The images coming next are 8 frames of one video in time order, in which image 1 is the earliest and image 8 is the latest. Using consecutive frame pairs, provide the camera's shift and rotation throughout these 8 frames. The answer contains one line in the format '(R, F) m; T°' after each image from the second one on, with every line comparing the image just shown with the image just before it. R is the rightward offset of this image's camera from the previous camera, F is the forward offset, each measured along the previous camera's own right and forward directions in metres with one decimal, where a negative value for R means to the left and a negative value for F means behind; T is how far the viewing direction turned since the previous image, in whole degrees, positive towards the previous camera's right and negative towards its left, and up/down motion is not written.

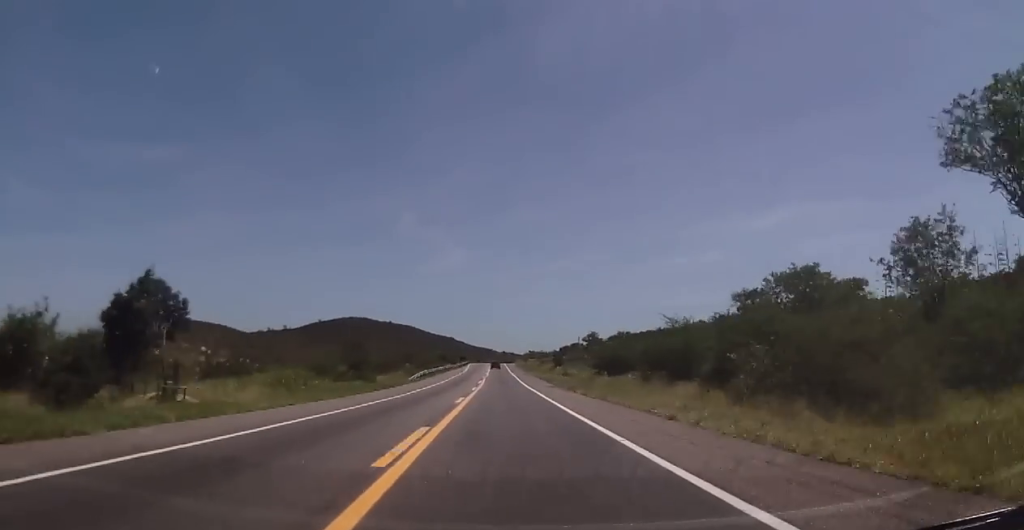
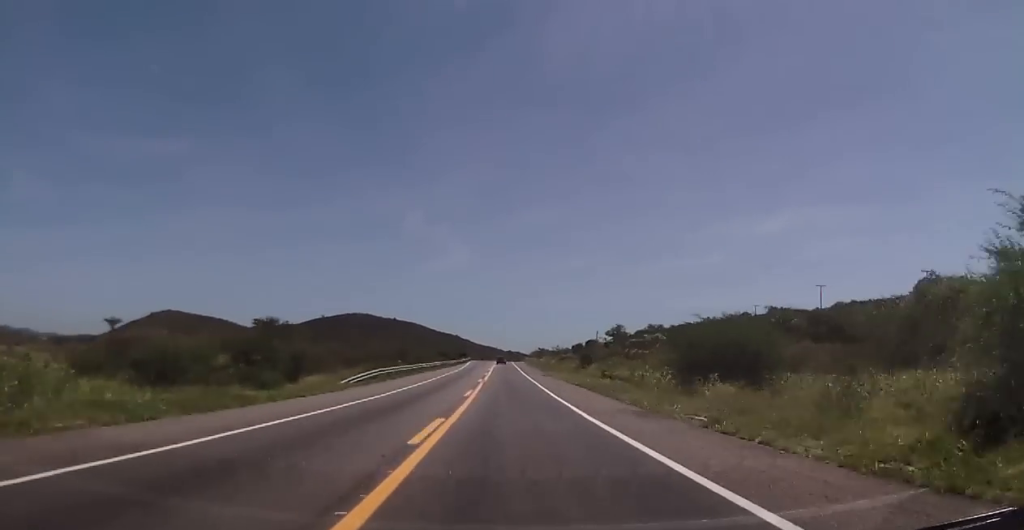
(-0.1, +31.3) m; 0°
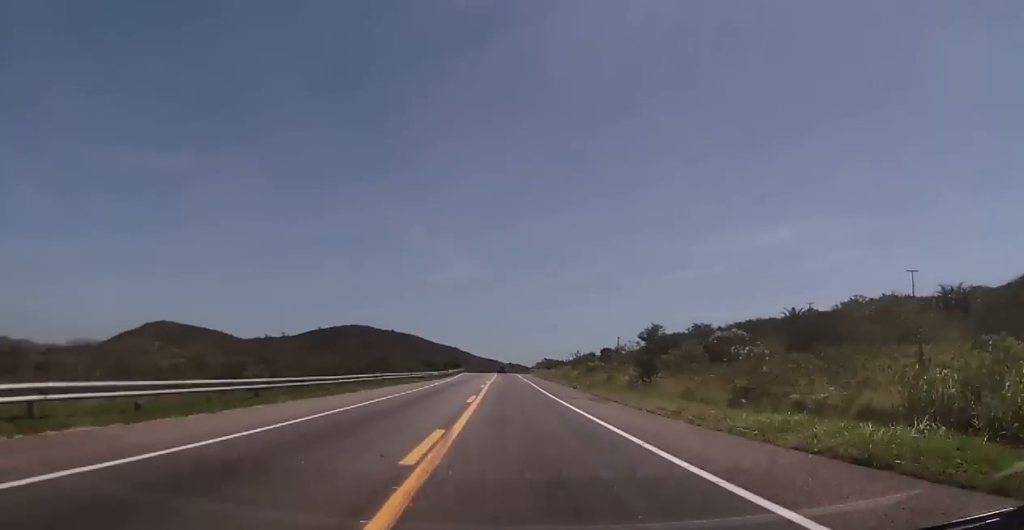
(+0.2, +36.1) m; 0°
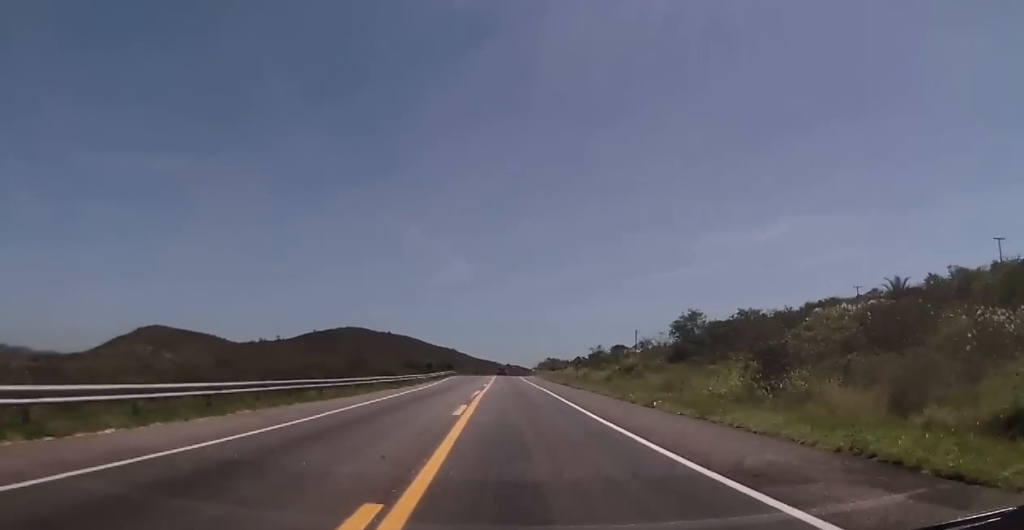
(-0.3, +24.9) m; 0°
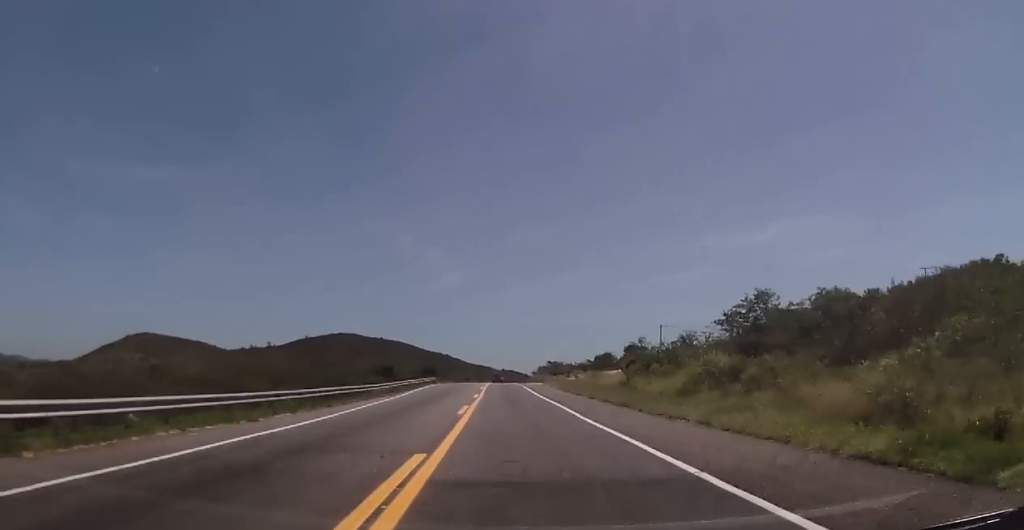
(-0.1, +27.2) m; 0°
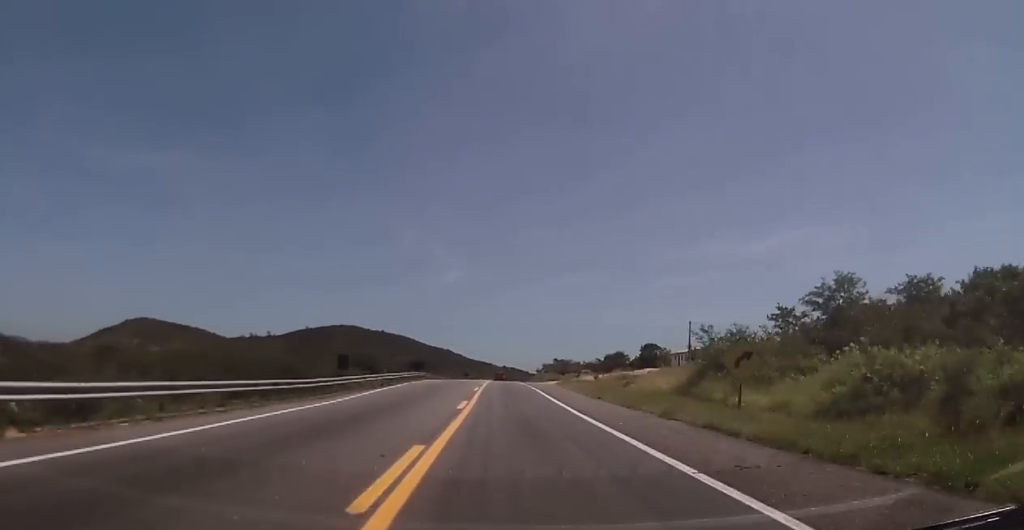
(0.0, +16.6) m; 0°
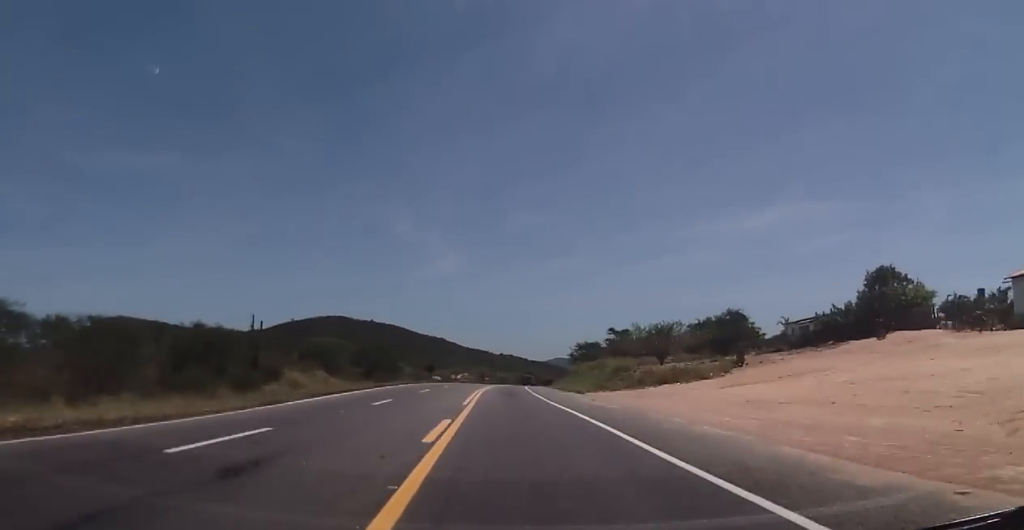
(+0.4, +92.7) m; 0°
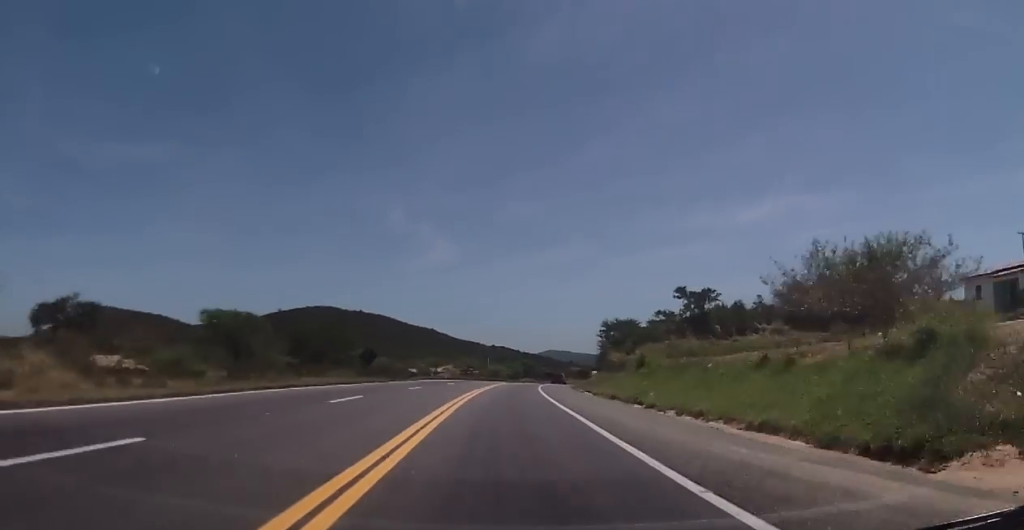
(0.0, +39.6) m; +1°
